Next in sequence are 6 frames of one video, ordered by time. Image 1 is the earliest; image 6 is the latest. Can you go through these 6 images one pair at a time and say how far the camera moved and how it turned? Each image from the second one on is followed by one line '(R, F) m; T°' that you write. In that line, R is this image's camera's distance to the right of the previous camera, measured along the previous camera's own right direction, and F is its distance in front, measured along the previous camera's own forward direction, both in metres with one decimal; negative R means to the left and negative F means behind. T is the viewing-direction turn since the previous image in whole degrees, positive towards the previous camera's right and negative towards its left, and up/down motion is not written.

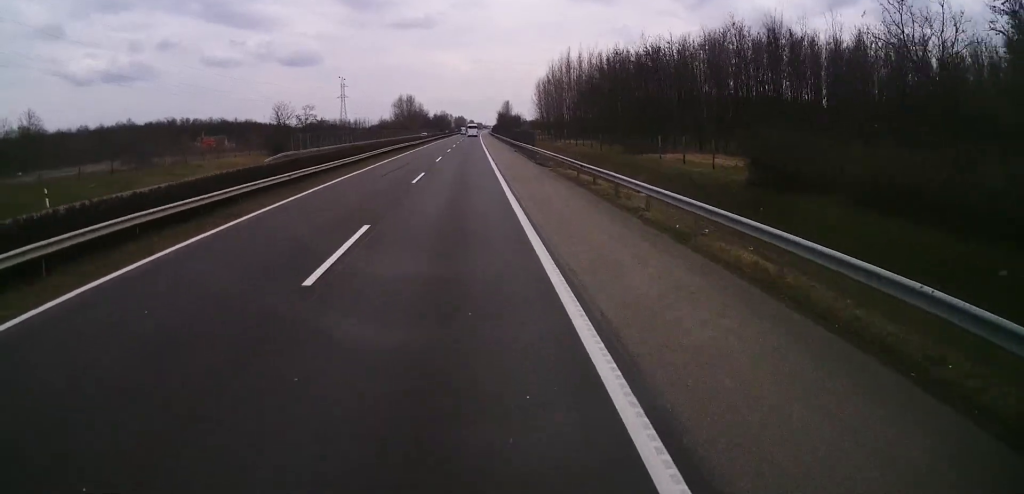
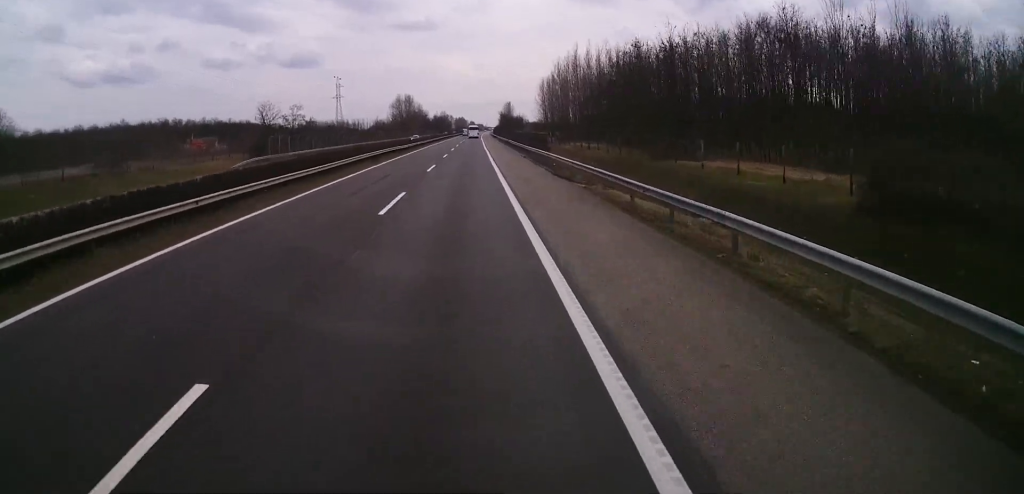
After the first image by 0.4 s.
(0.0, +10.0) m; 0°
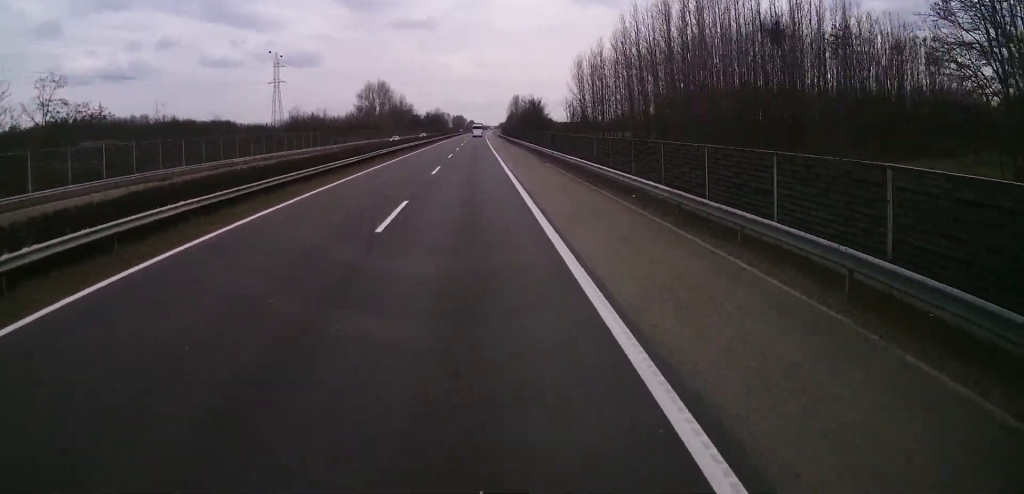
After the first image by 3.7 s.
(+0.7, +75.5) m; 0°
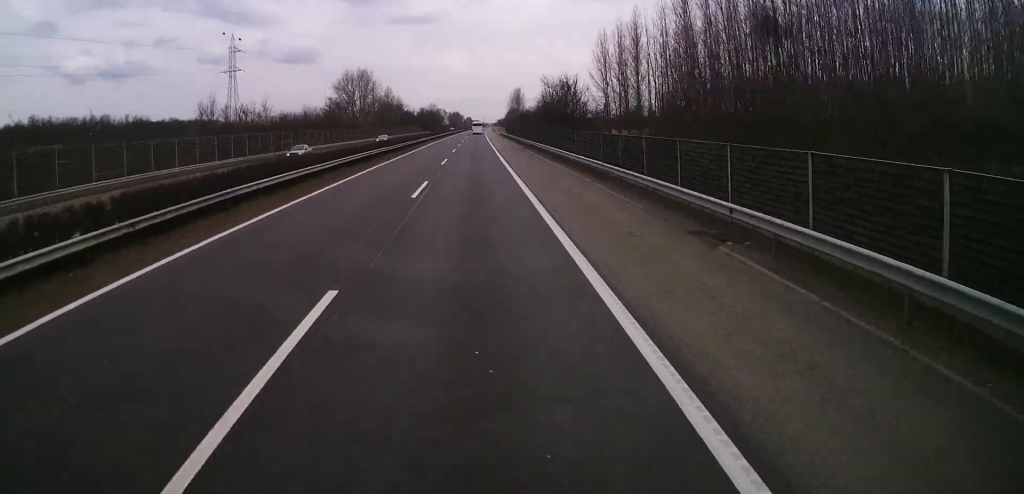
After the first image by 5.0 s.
(-0.1, +29.4) m; 0°
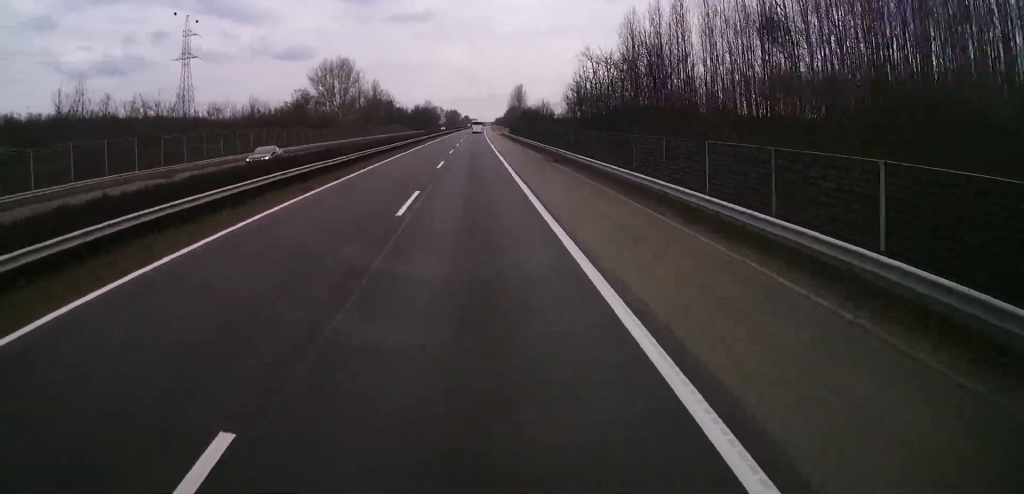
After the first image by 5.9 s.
(+0.2, +22.3) m; 0°
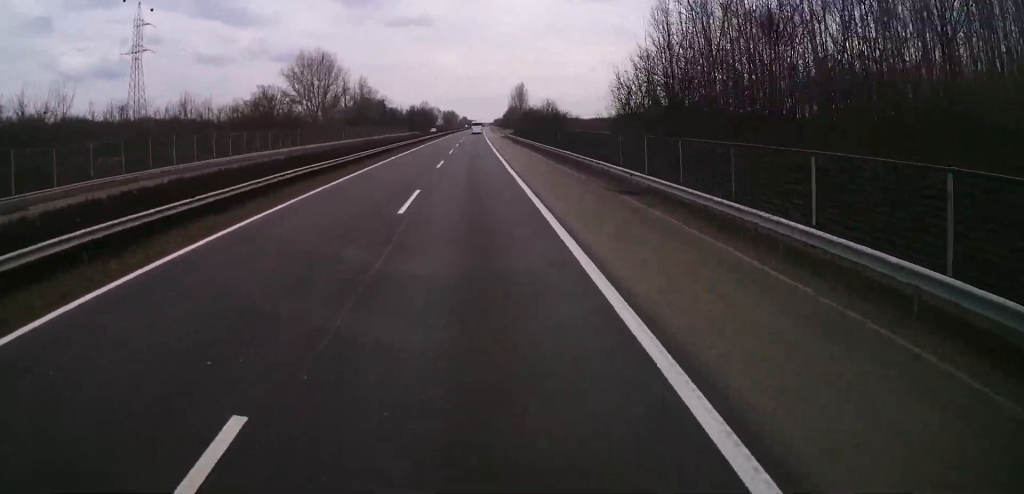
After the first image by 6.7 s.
(-0.1, +17.8) m; 0°
